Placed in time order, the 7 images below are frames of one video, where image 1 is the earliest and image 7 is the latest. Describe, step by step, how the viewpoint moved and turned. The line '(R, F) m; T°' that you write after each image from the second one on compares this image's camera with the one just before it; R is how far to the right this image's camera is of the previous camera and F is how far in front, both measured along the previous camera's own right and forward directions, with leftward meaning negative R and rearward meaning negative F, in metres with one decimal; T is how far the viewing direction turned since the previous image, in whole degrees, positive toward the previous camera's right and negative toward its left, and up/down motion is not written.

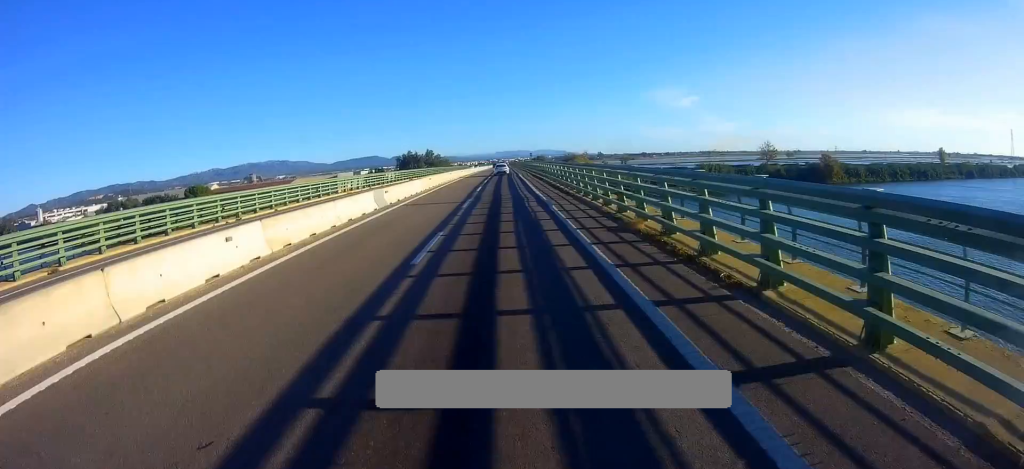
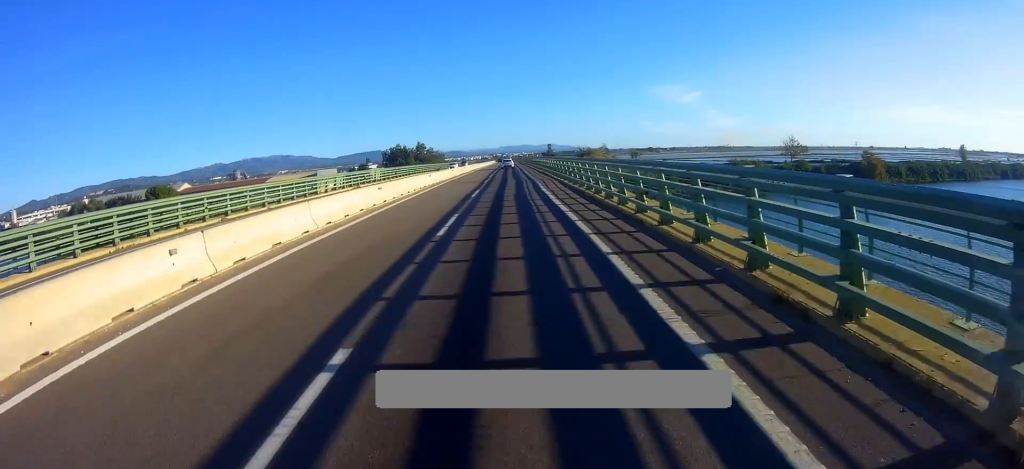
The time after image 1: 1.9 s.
(+0.9, +34.8) m; +1°
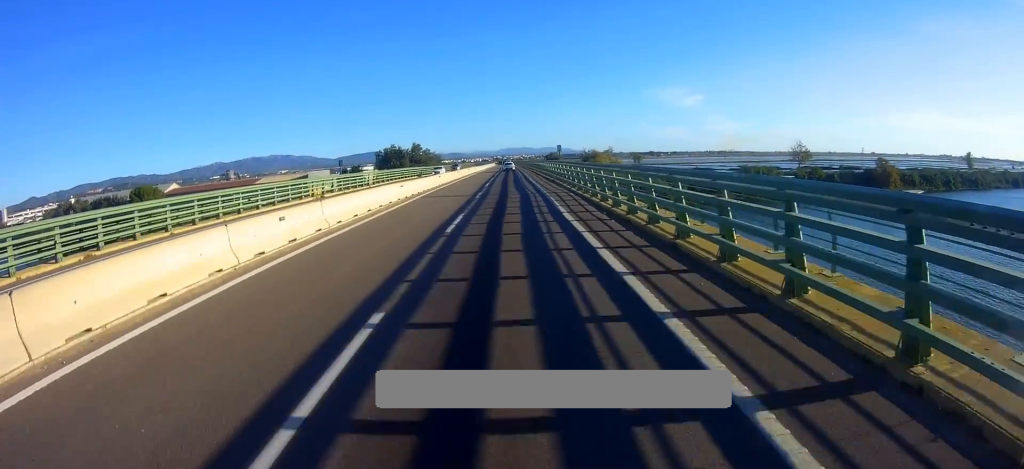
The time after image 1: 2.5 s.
(-0.2, +11.2) m; -2°
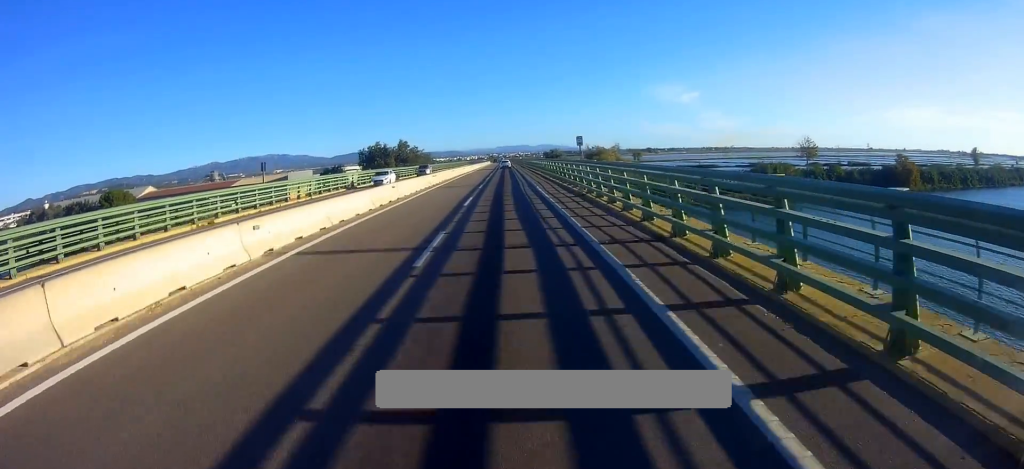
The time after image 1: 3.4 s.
(-0.5, +17.1) m; 0°
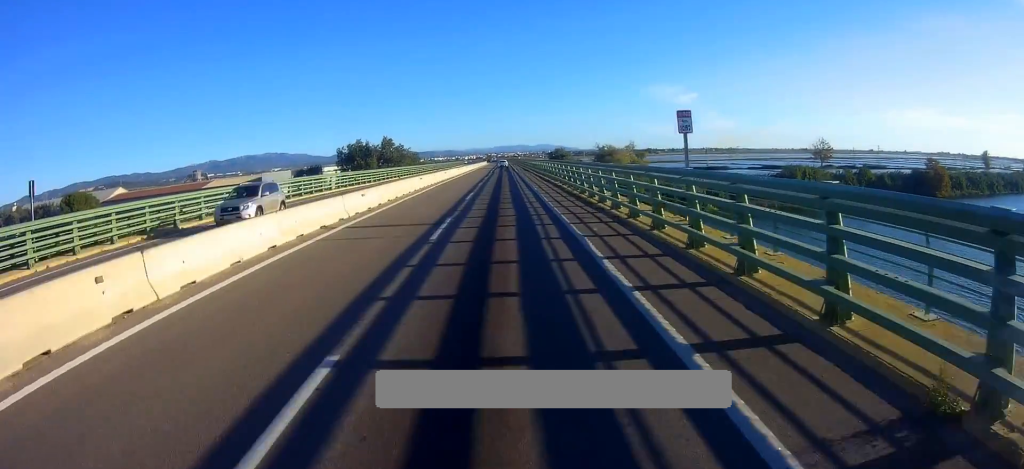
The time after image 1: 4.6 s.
(+0.7, +21.6) m; +2°
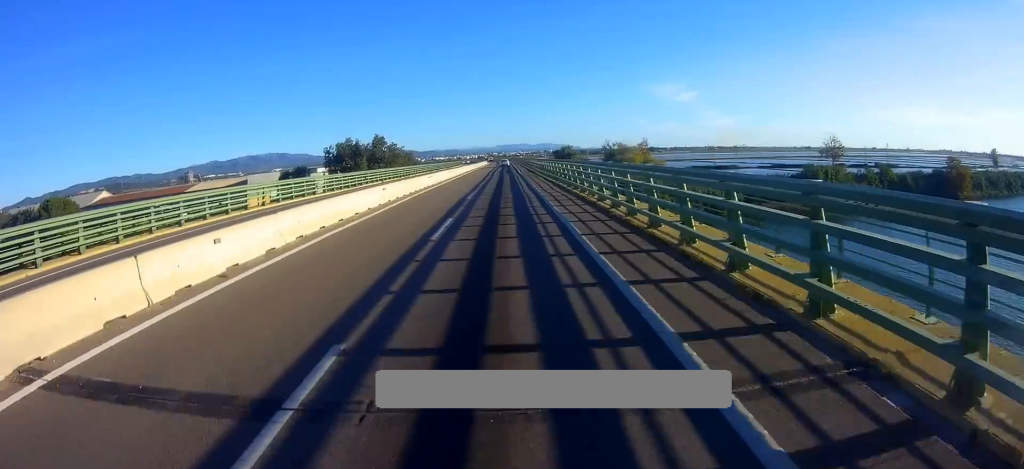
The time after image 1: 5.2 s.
(0.0, +12.0) m; 0°
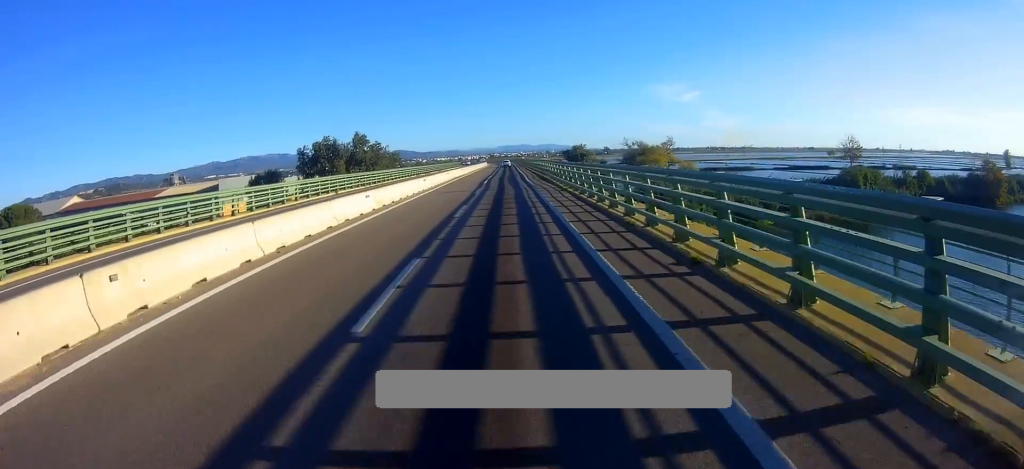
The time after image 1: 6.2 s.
(-0.3, +19.6) m; -1°
